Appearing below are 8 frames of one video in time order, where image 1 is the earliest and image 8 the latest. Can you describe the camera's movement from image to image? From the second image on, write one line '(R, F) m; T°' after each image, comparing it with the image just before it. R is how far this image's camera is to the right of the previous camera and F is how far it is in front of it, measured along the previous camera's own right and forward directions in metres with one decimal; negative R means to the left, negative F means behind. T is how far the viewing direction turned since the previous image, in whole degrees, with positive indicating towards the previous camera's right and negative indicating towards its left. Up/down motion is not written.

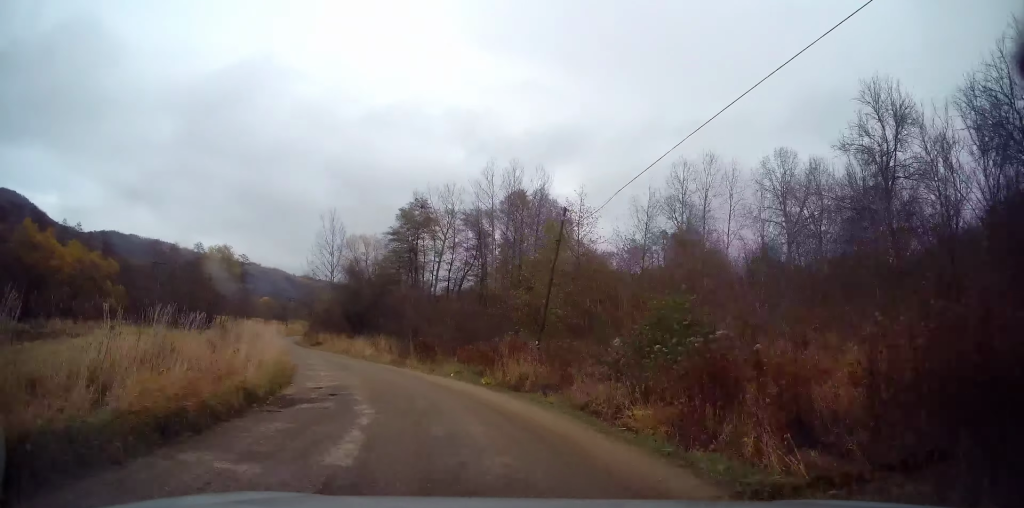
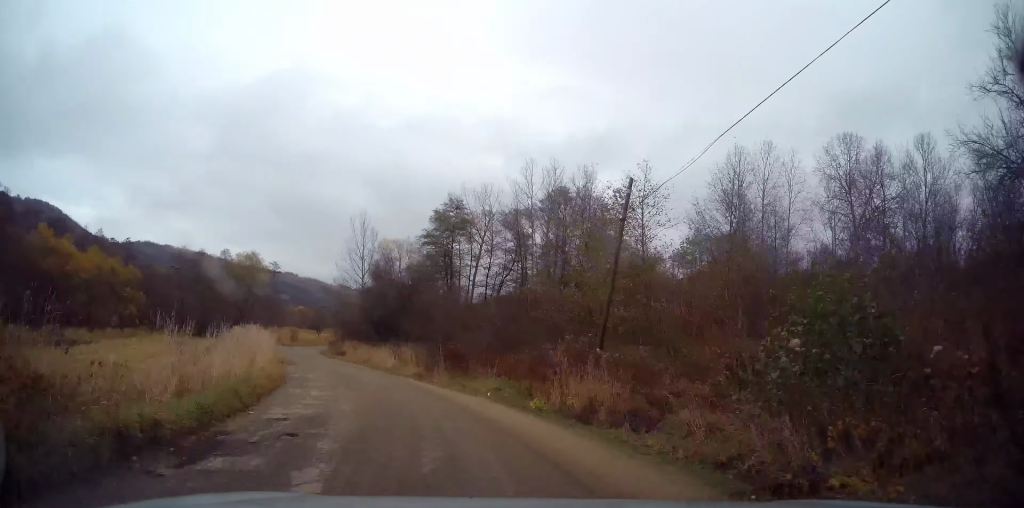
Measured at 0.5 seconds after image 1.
(-0.1, +4.9) m; -6°
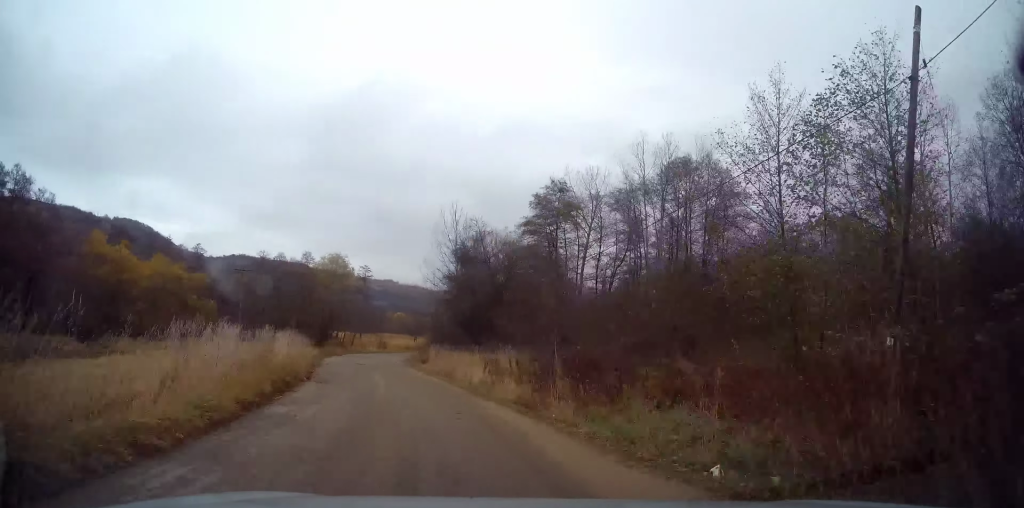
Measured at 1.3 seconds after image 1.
(-1.0, +9.4) m; -9°
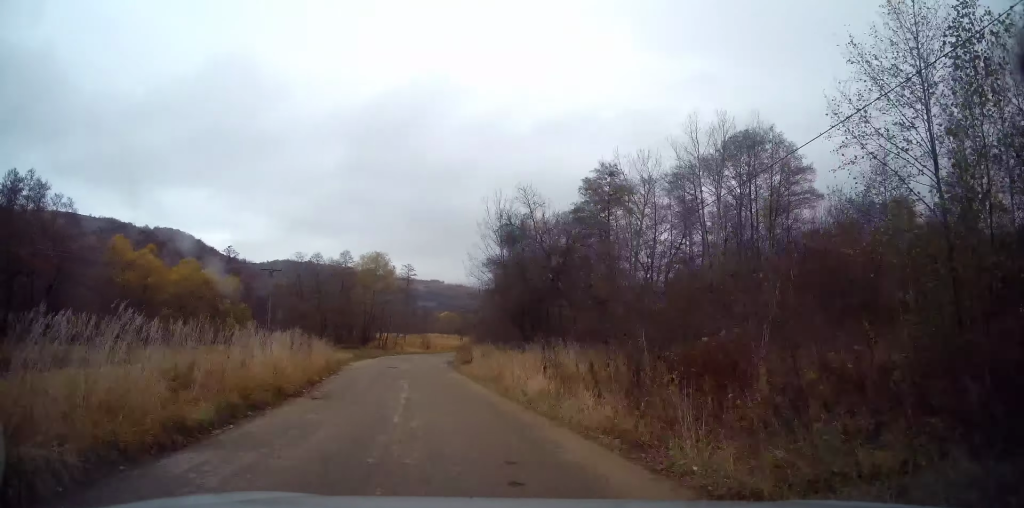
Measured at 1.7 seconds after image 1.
(-0.2, +4.5) m; -4°
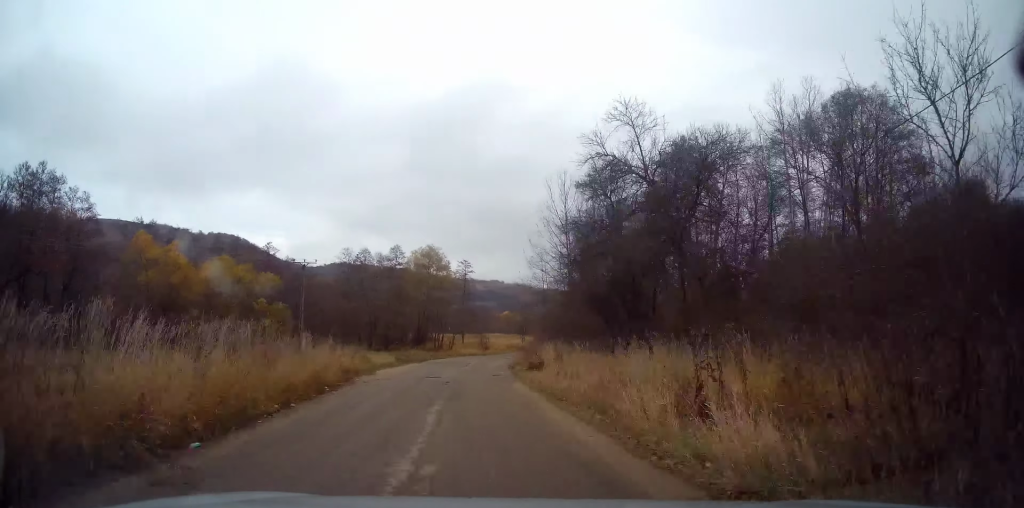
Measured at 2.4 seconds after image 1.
(-0.2, +7.6) m; -4°
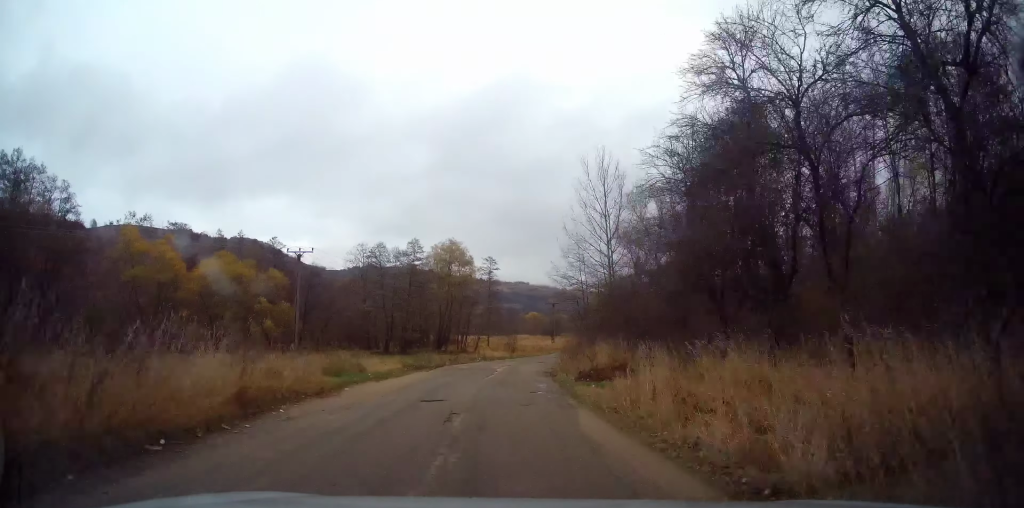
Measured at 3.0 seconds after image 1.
(-0.2, +8.1) m; -3°
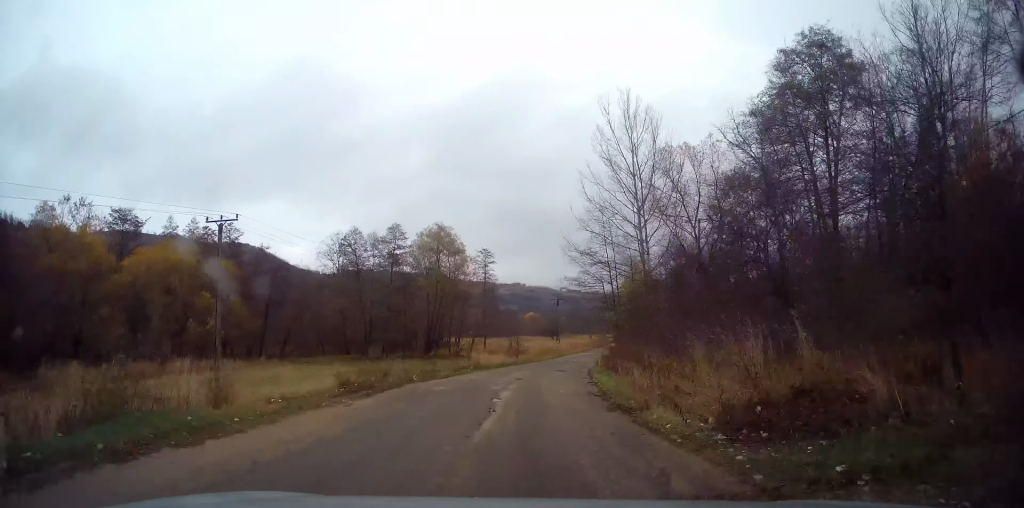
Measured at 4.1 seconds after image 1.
(-0.5, +13.0) m; +1°
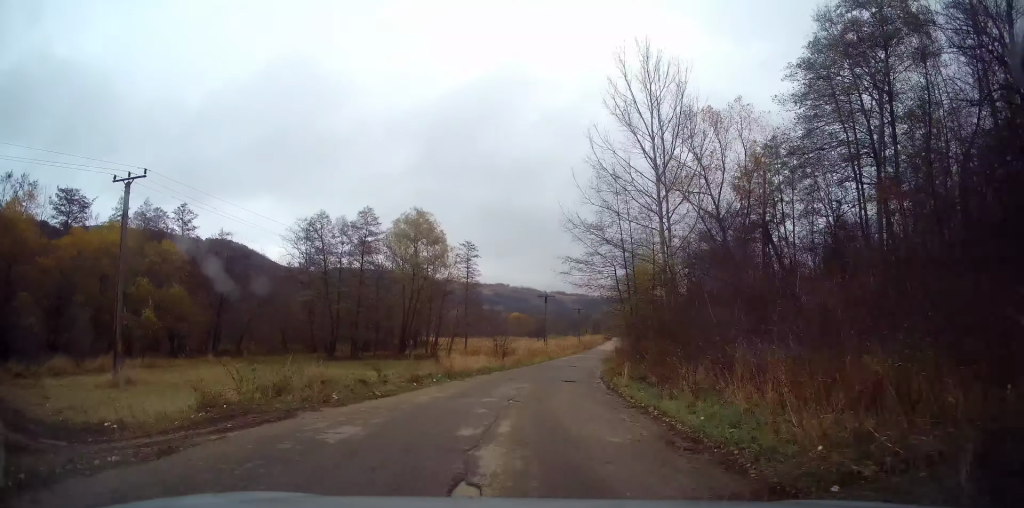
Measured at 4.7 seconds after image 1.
(+0.6, +8.1) m; +1°
